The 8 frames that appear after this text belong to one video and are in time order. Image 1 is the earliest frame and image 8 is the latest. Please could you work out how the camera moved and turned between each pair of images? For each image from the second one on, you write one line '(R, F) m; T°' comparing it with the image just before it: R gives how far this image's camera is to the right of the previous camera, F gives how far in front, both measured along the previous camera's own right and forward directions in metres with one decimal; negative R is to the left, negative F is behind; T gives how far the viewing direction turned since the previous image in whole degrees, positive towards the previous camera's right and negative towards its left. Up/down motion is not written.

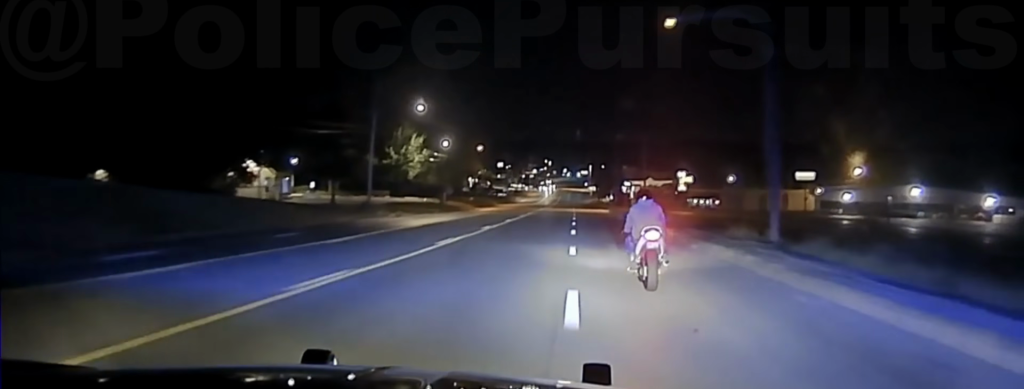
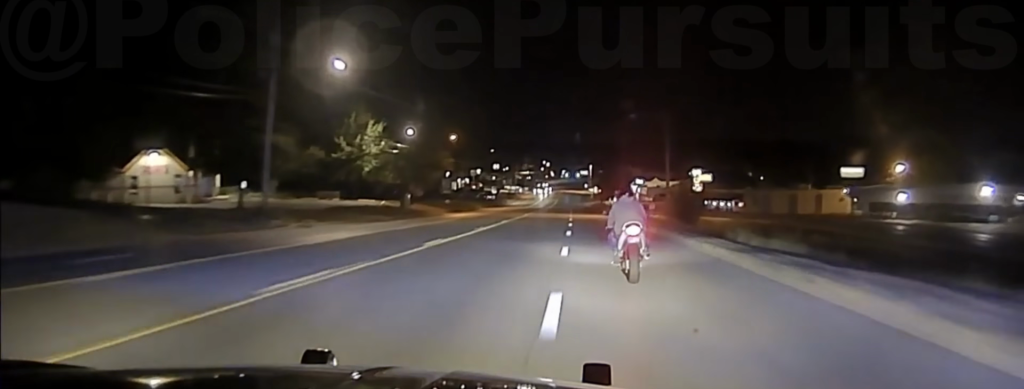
(0.0, +25.9) m; 0°
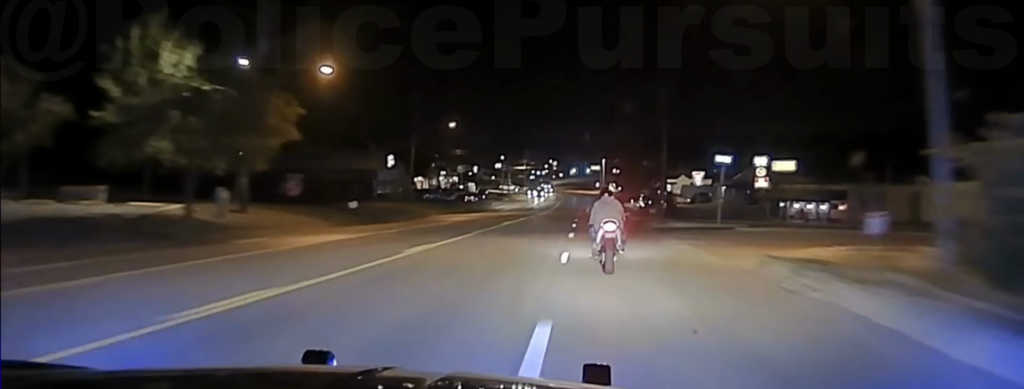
(-0.4, +45.4) m; 0°
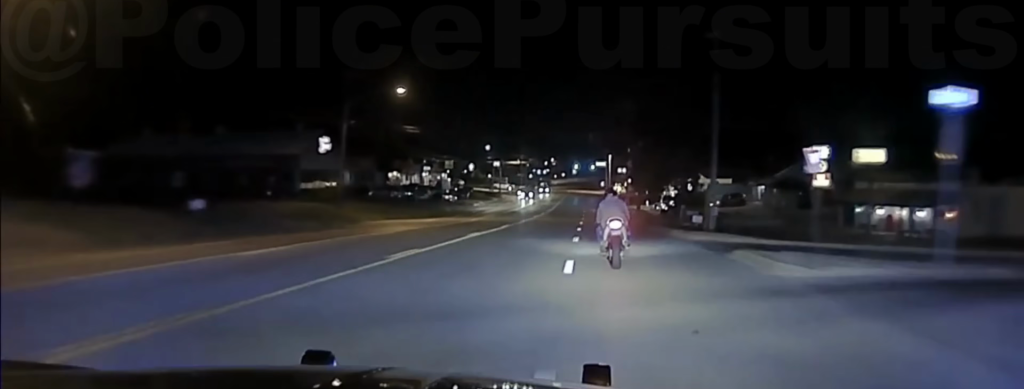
(+0.1, +25.4) m; 0°
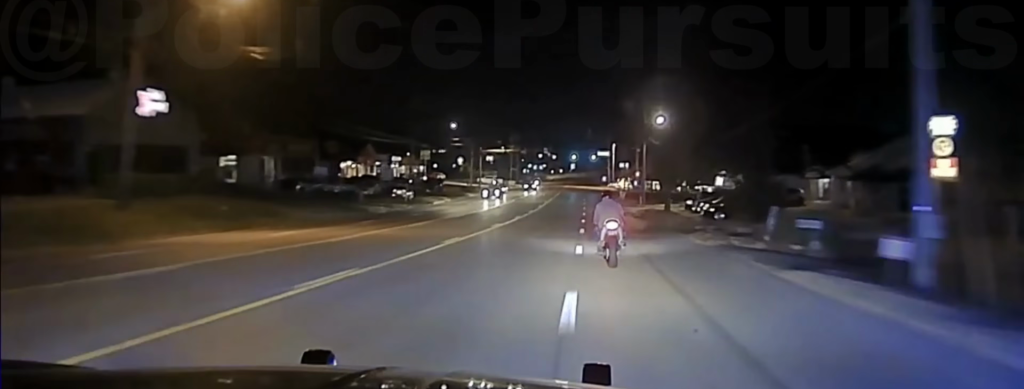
(-0.1, +30.4) m; 0°
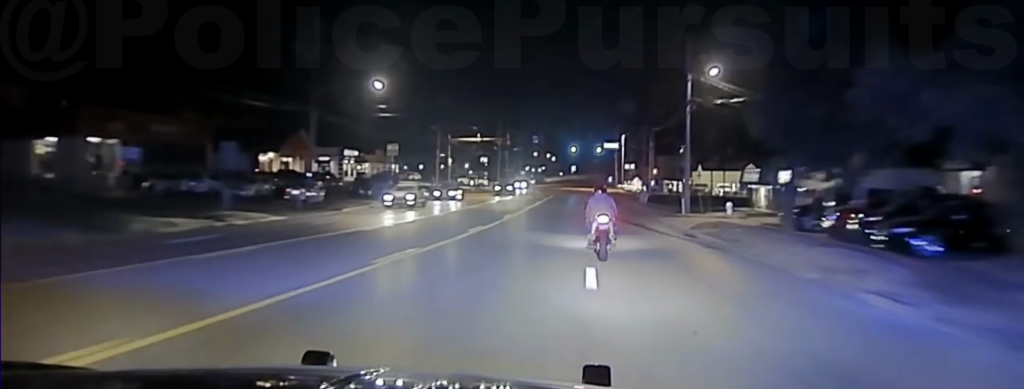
(-0.1, +33.6) m; 0°
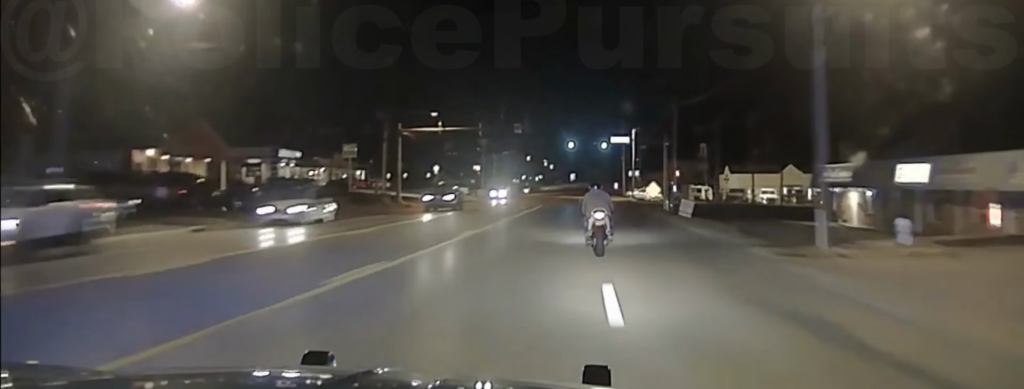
(0.0, +33.1) m; 0°
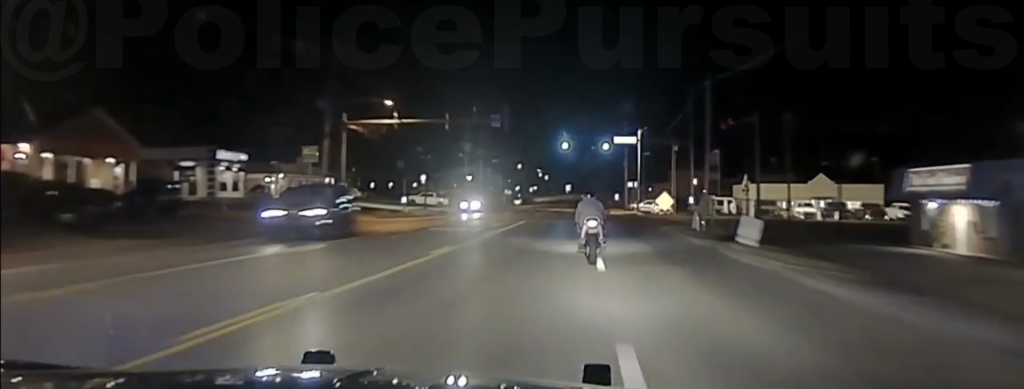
(-0.1, +19.0) m; 0°
